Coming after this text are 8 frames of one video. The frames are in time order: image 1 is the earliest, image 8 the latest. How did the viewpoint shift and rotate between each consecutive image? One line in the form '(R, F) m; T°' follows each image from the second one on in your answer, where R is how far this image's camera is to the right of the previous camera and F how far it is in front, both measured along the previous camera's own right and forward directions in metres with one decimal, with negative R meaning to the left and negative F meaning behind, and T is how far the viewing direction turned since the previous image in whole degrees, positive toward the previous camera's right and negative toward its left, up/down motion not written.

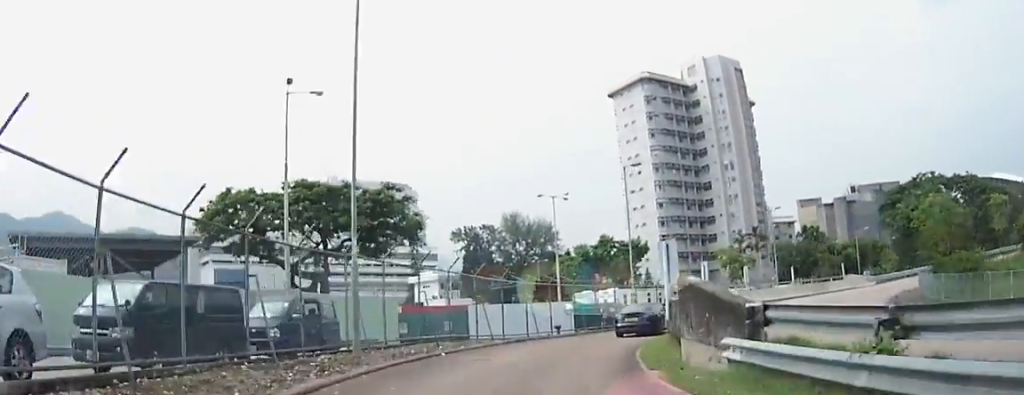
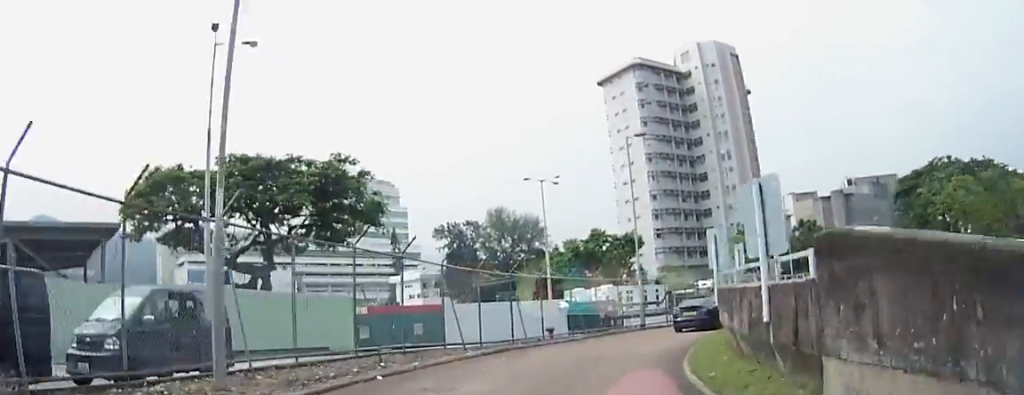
(+0.6, +6.3) m; +4°
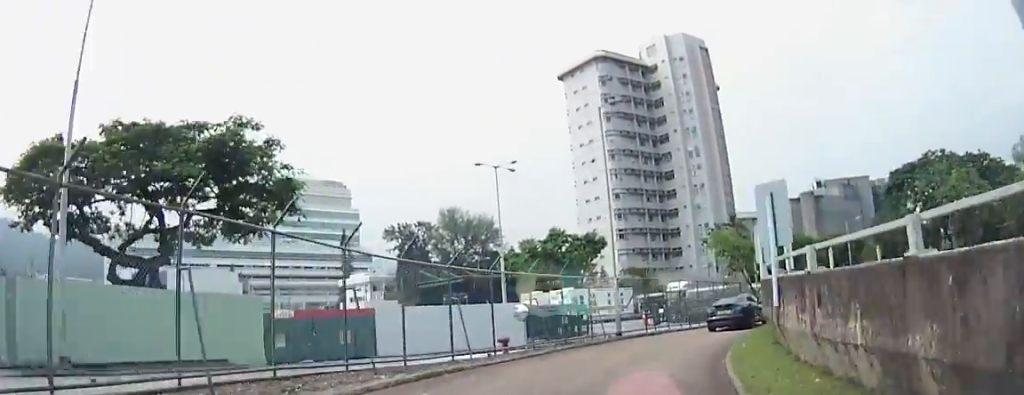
(+0.2, +6.0) m; +2°
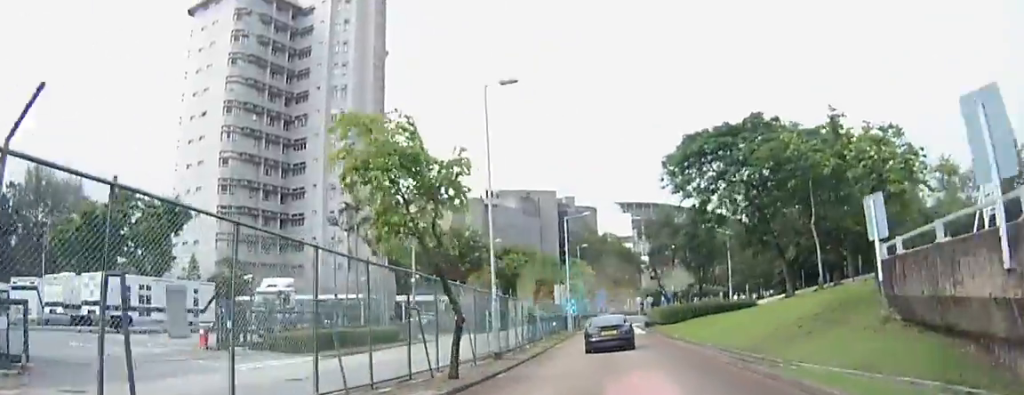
(+3.3, +28.3) m; +21°
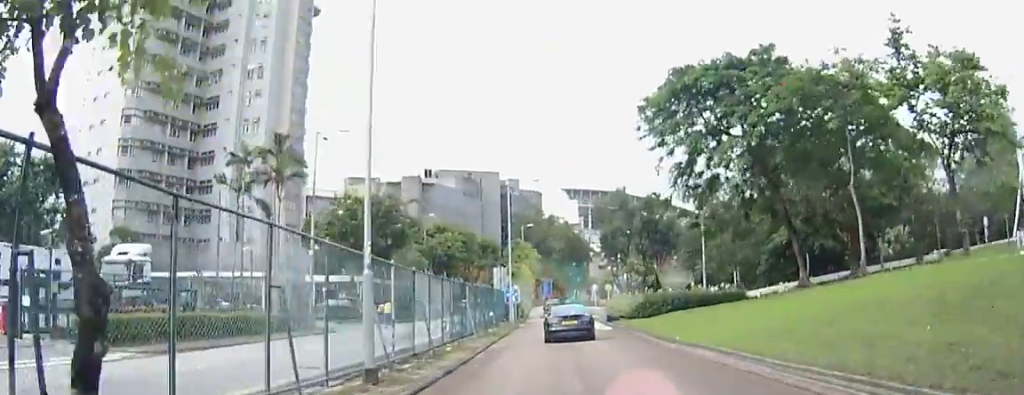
(+1.3, +12.0) m; +9°
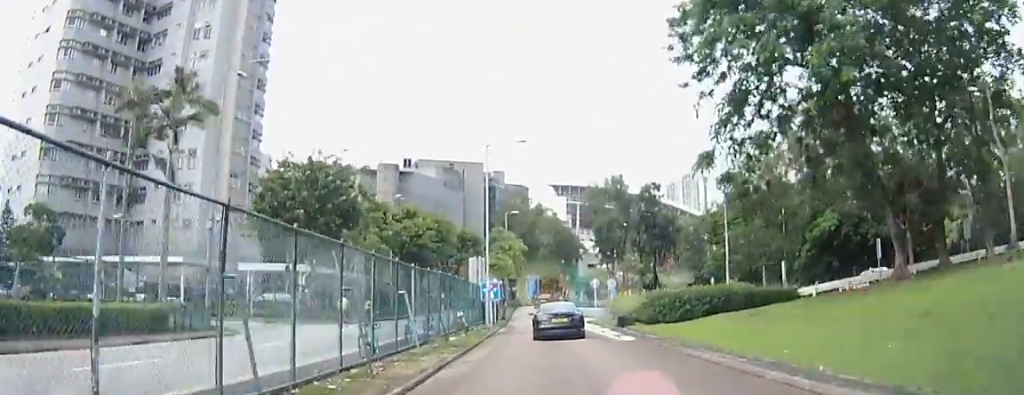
(+0.6, +13.1) m; +6°
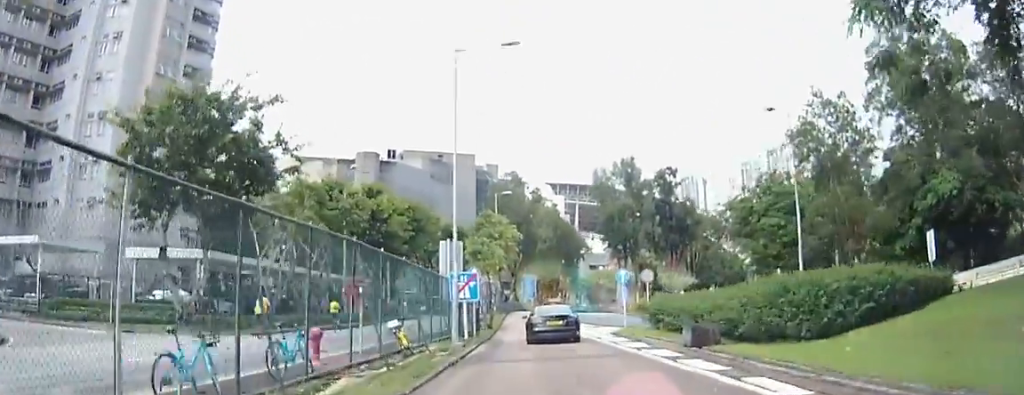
(+1.3, +18.5) m; +4°
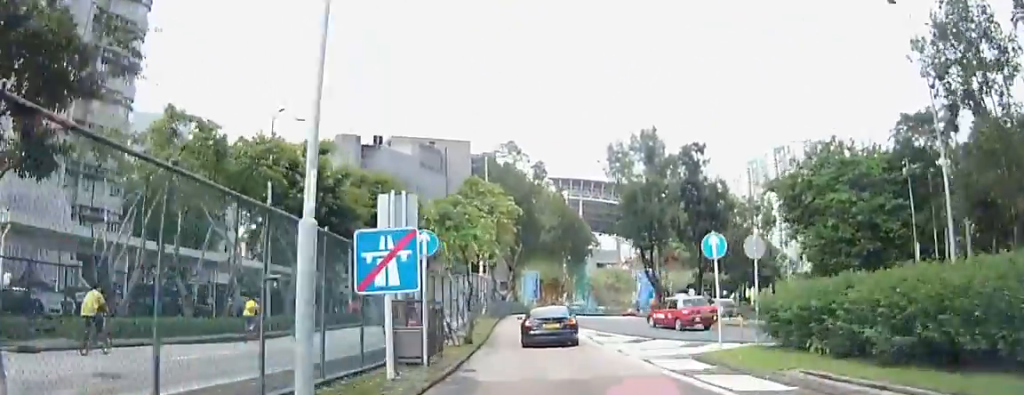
(0.0, +19.7) m; 0°
